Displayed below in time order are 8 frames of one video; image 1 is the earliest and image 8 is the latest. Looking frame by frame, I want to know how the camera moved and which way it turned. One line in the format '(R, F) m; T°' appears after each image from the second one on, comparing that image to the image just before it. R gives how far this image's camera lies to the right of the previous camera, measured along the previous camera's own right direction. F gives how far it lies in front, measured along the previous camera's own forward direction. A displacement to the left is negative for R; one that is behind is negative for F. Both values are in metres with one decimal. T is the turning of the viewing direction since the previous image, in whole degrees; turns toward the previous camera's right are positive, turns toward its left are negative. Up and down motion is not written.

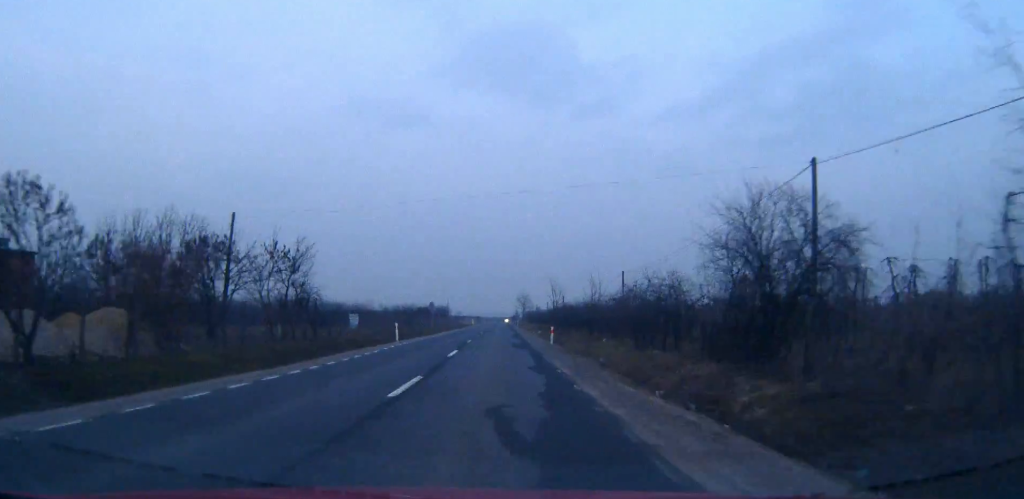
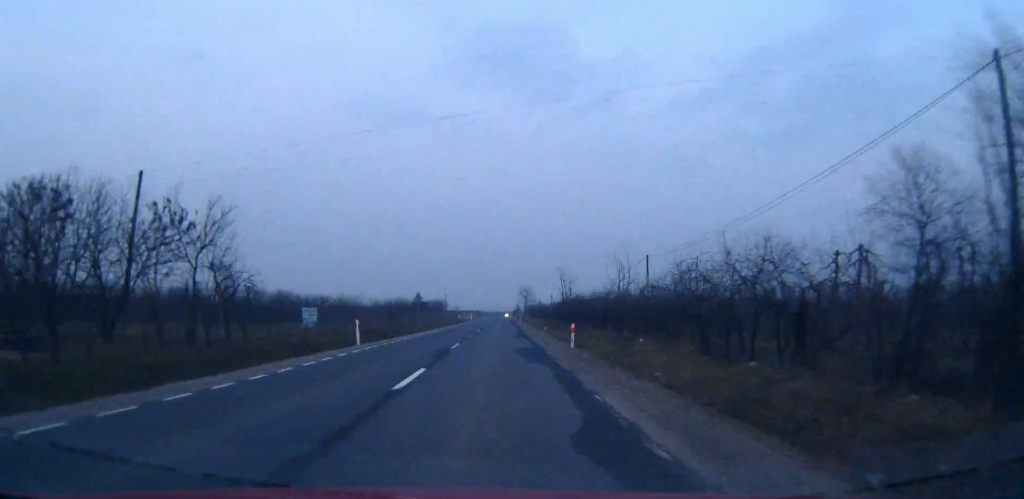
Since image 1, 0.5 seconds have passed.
(0.0, +11.7) m; 0°
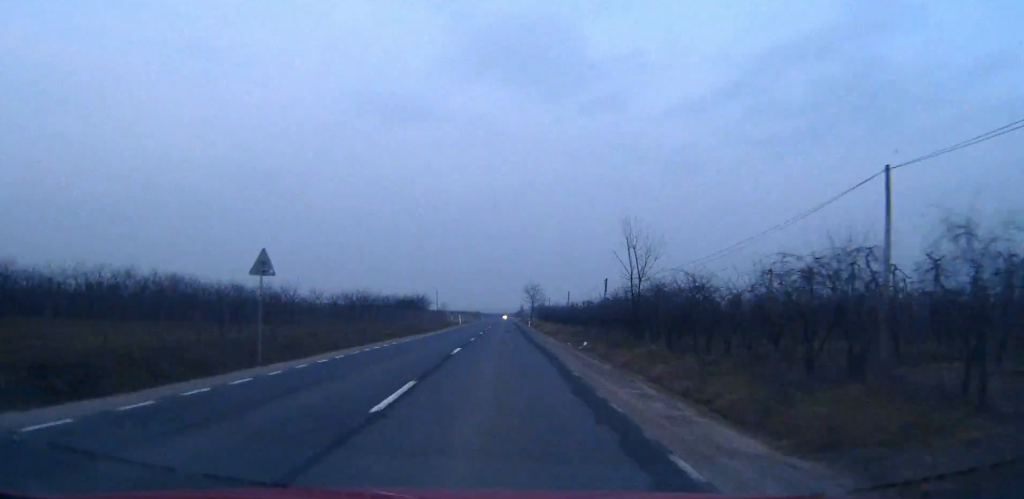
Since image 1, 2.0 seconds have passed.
(0.0, +38.3) m; 0°
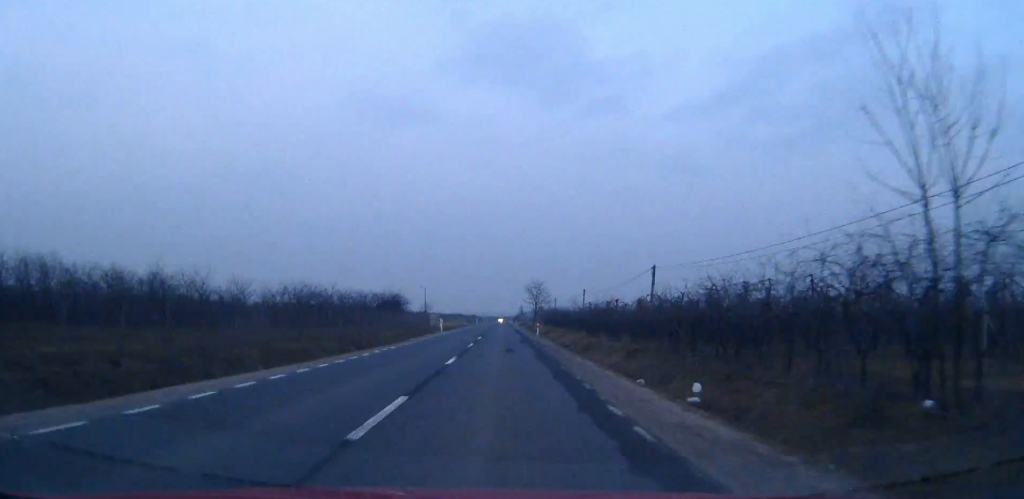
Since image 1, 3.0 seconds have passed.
(0.0, +25.6) m; 0°
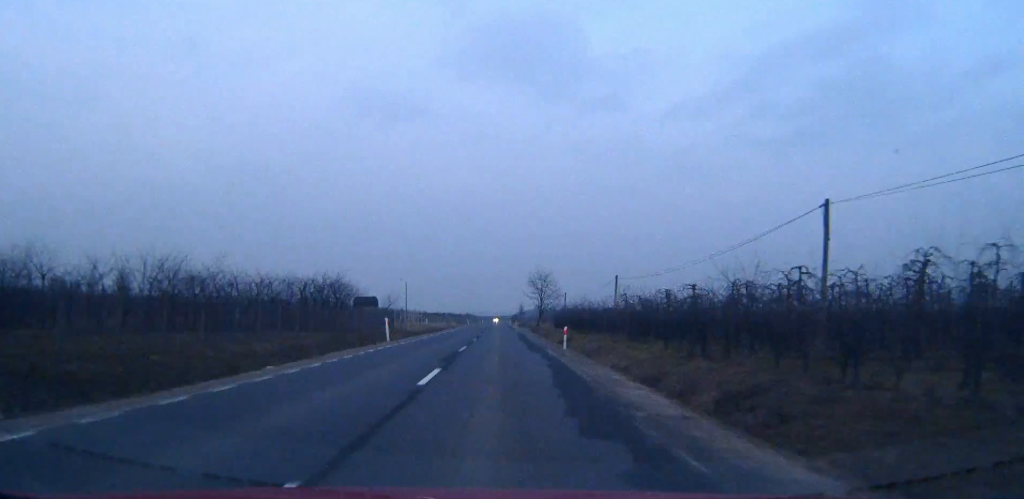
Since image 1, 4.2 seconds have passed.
(0.0, +29.7) m; 0°
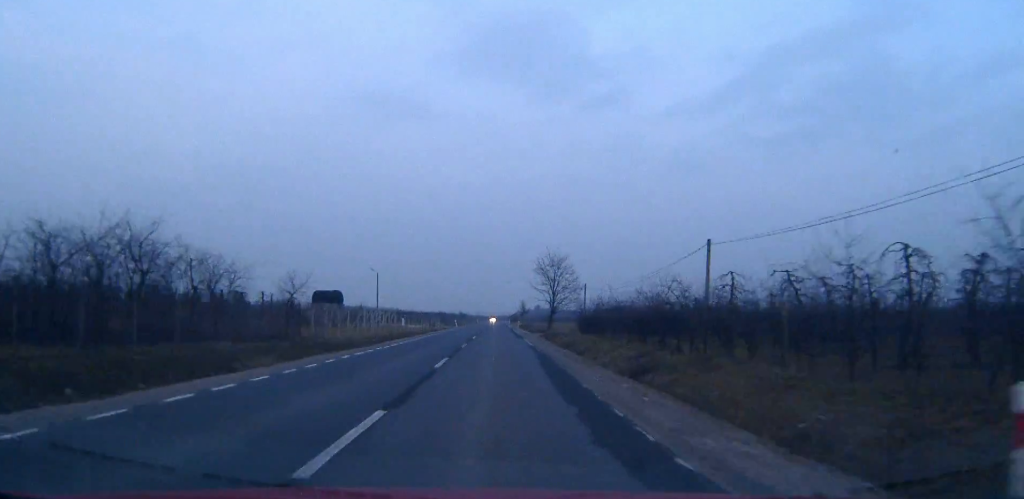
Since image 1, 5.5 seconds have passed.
(0.0, +31.4) m; 0°
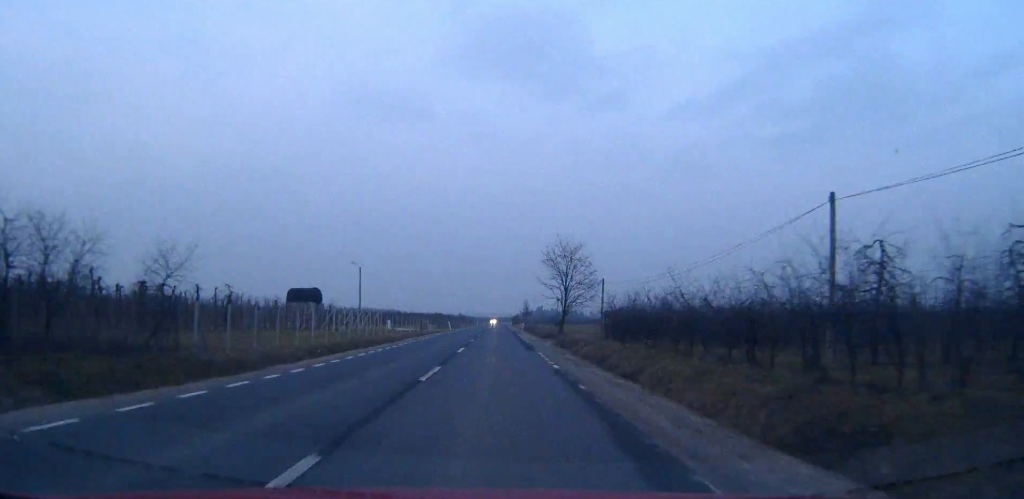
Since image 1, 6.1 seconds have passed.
(0.0, +15.0) m; 0°
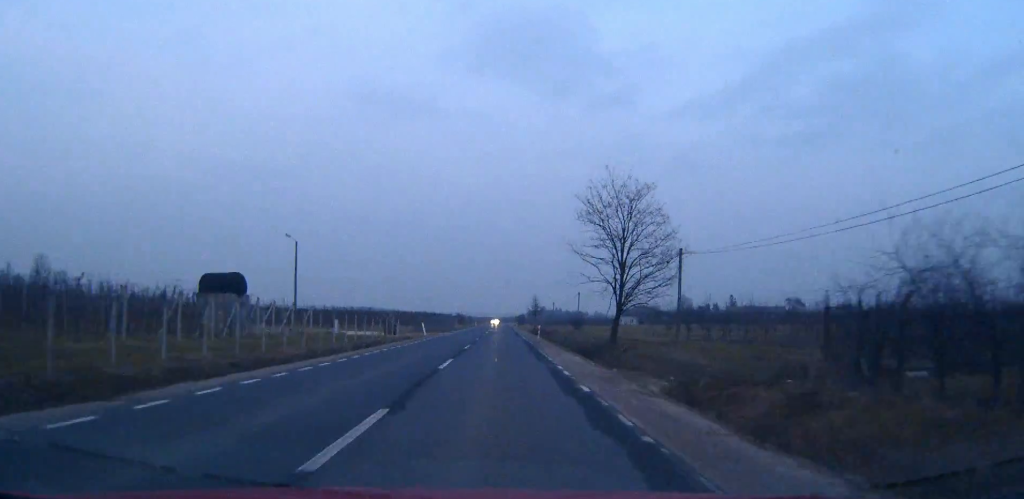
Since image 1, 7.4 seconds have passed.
(-0.1, +32.4) m; 0°
